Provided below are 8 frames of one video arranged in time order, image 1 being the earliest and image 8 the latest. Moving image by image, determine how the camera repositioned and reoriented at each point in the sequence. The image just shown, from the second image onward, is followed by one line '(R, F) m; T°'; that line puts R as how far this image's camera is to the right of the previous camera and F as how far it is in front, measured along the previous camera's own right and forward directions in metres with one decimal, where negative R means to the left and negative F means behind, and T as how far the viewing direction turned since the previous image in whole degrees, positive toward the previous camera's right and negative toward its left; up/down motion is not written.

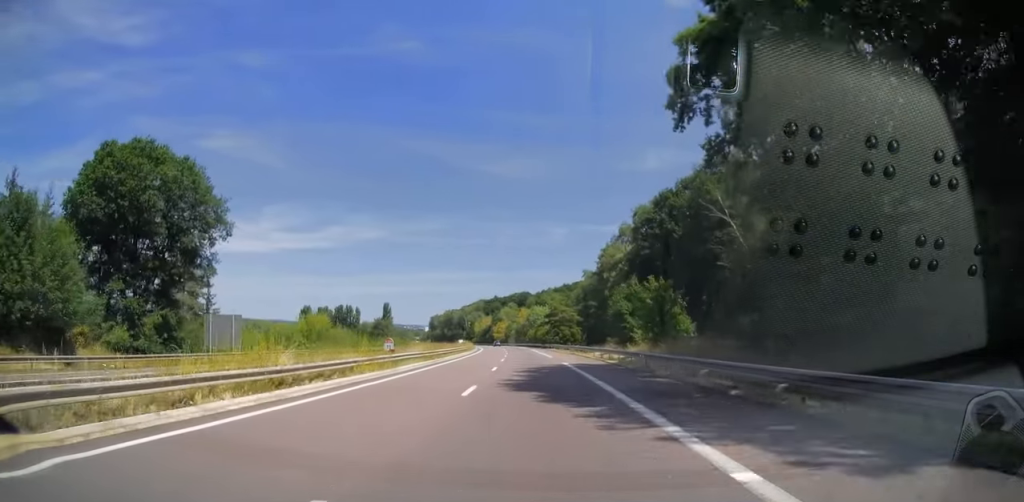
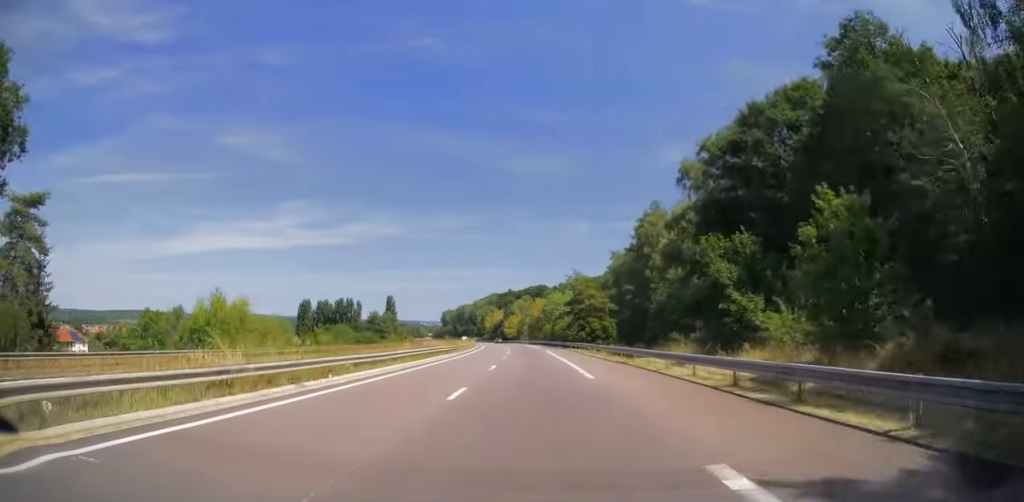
(-0.3, +27.6) m; -2°
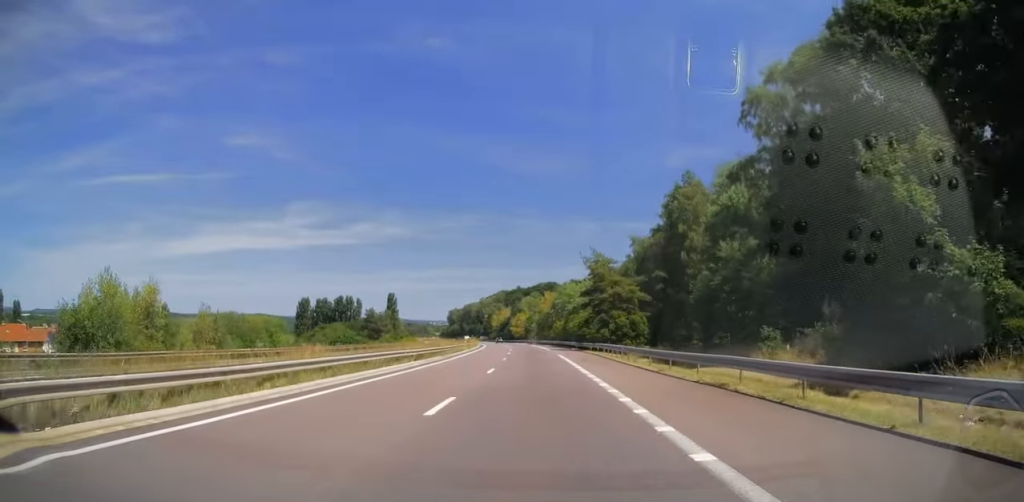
(-0.2, +15.9) m; -1°
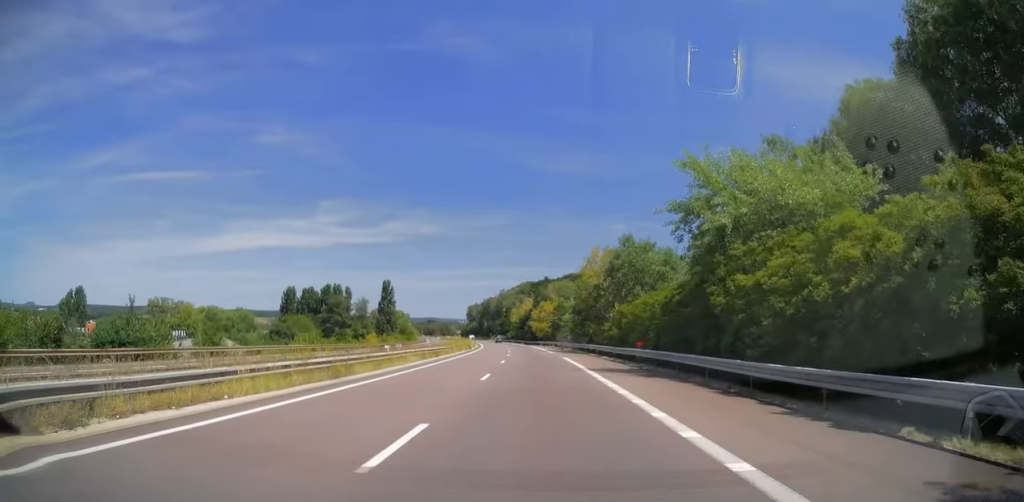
(-1.5, +56.6) m; -3°
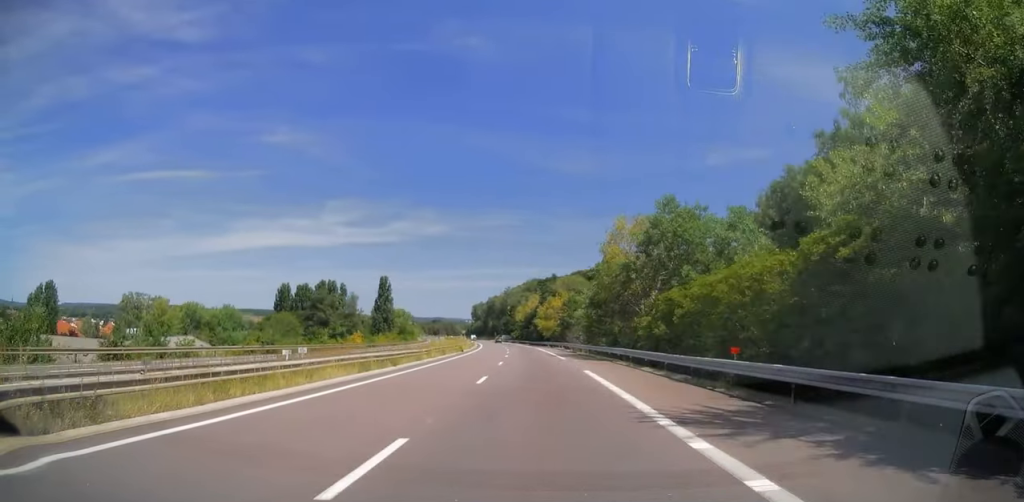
(-0.2, +14.5) m; -1°
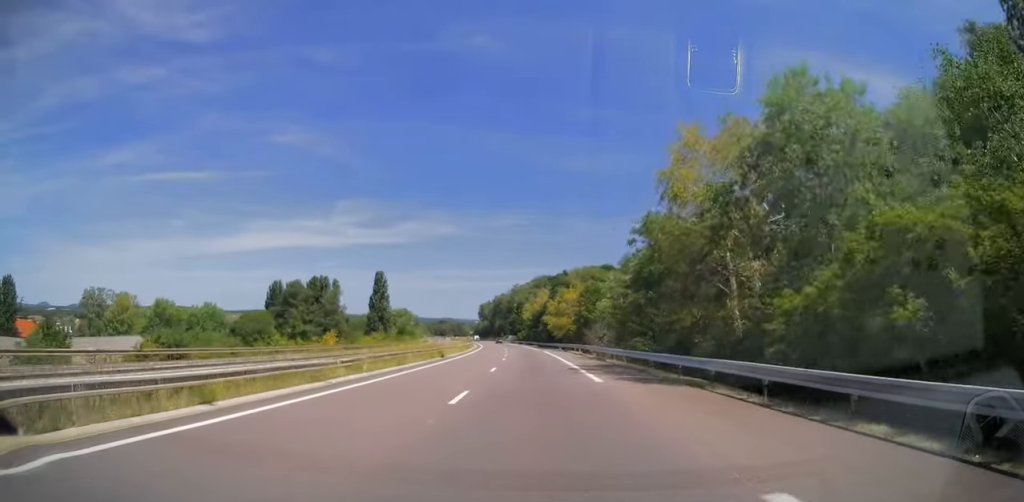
(-0.1, +18.6) m; -1°
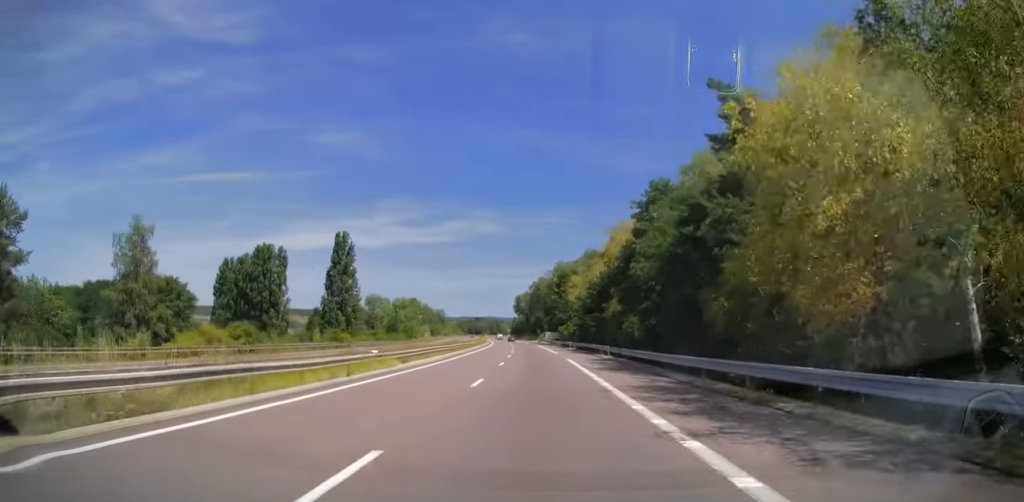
(-2.6, +74.3) m; -5°
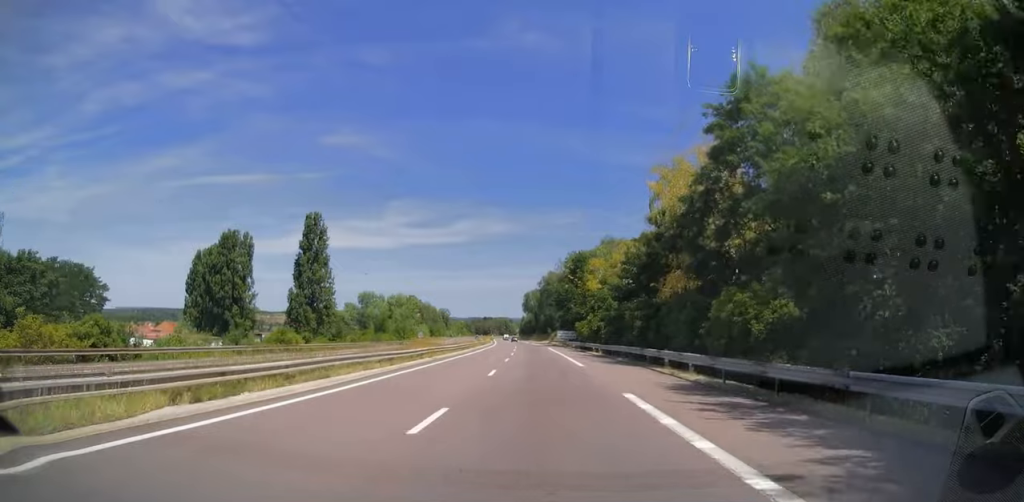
(-0.2, +21.7) m; -1°
